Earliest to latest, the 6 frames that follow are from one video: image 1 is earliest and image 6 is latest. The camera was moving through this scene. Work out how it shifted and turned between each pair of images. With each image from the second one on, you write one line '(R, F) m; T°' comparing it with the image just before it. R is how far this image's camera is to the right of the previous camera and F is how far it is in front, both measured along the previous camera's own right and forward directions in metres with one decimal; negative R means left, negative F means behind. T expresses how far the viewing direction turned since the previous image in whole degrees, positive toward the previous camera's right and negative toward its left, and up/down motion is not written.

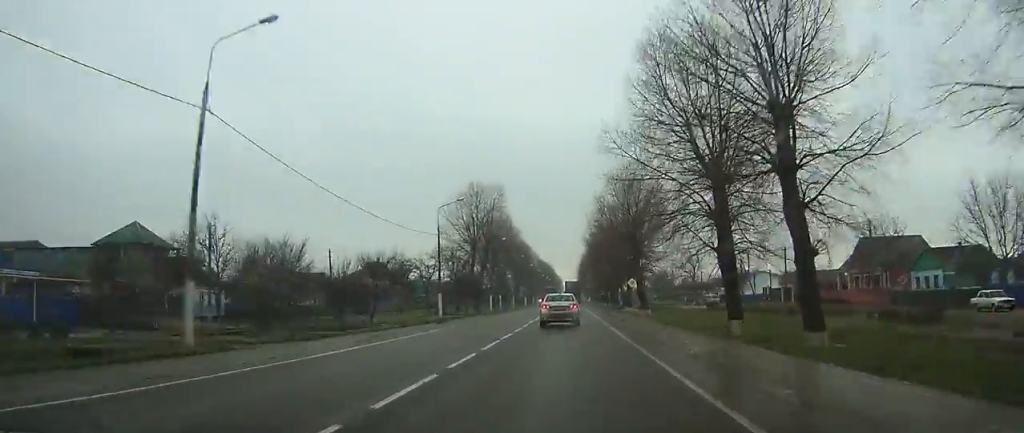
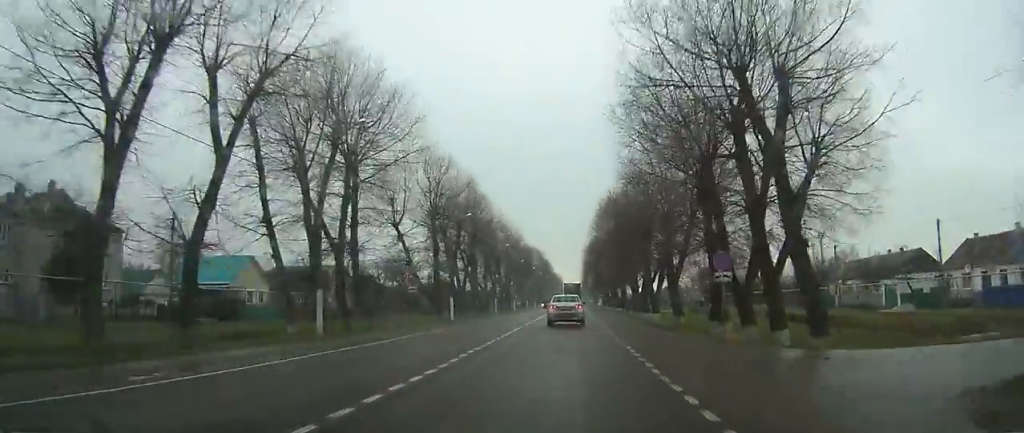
(0.0, +90.6) m; 0°
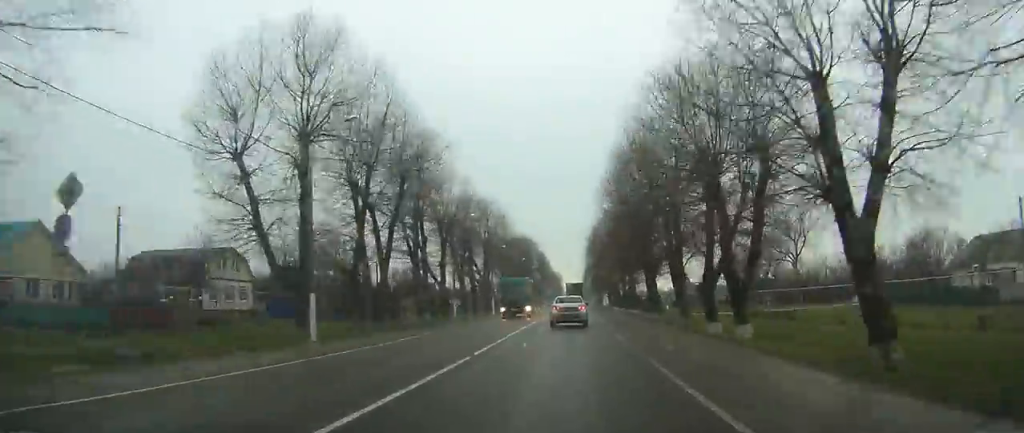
(0.0, +31.1) m; 0°
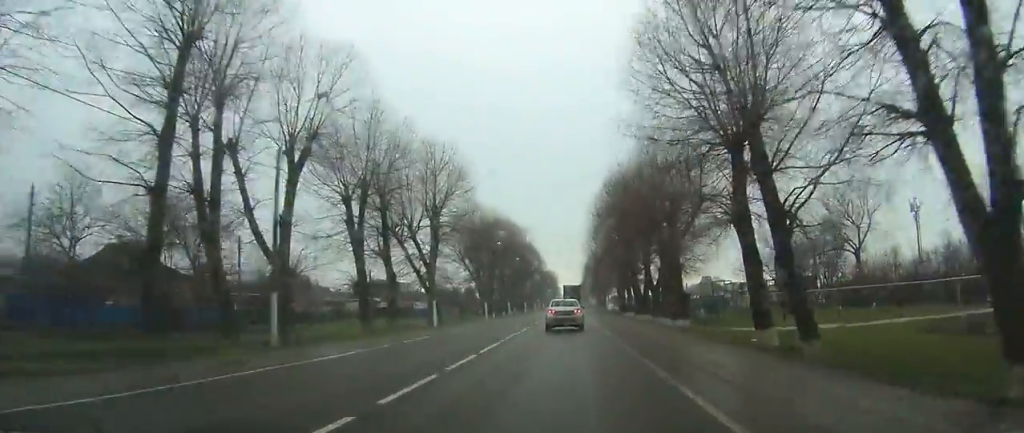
(-0.3, +34.9) m; 0°
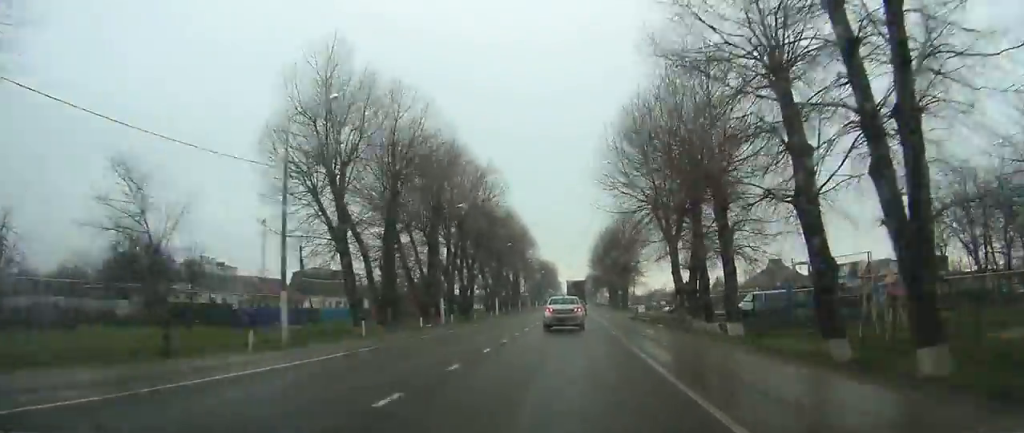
(+0.3, +56.2) m; 0°
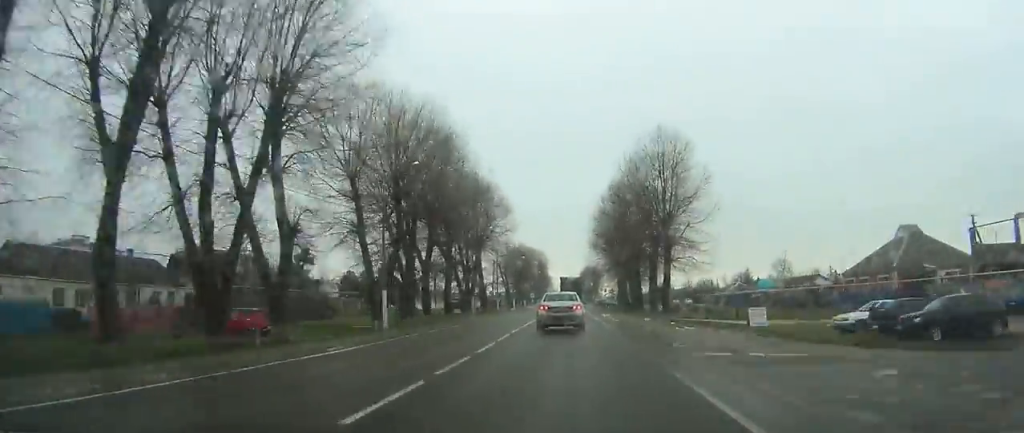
(-0.2, +48.7) m; 0°
